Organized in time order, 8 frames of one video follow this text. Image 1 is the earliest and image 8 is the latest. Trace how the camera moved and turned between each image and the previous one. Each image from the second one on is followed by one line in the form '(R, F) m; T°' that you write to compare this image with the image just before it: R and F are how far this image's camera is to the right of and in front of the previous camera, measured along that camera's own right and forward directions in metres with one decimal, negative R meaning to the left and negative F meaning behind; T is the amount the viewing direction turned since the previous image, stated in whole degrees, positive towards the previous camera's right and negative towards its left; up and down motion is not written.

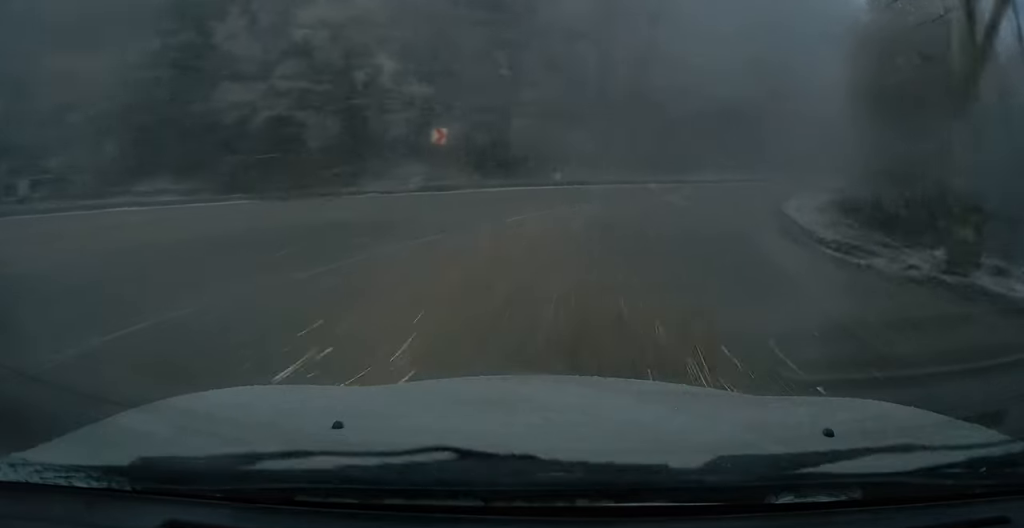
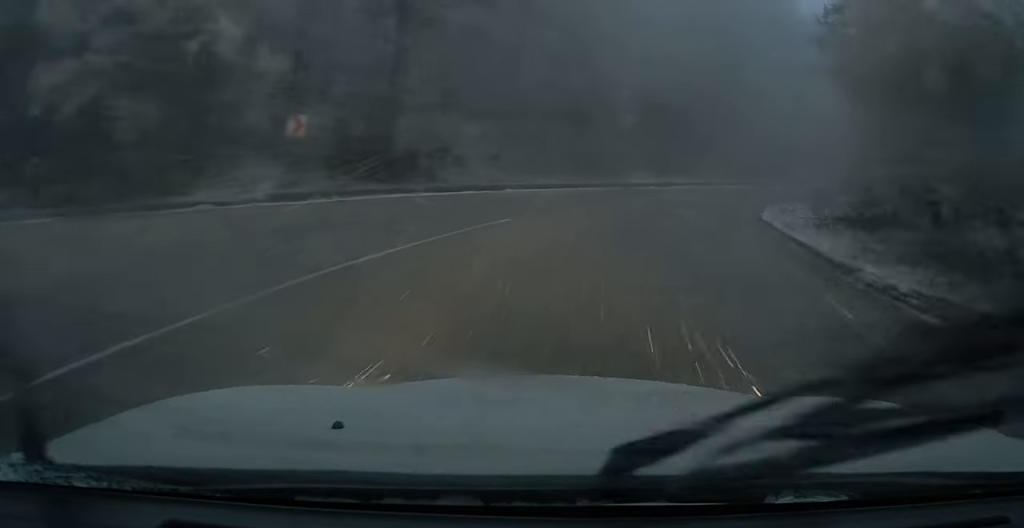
(+0.2, +7.3) m; +7°
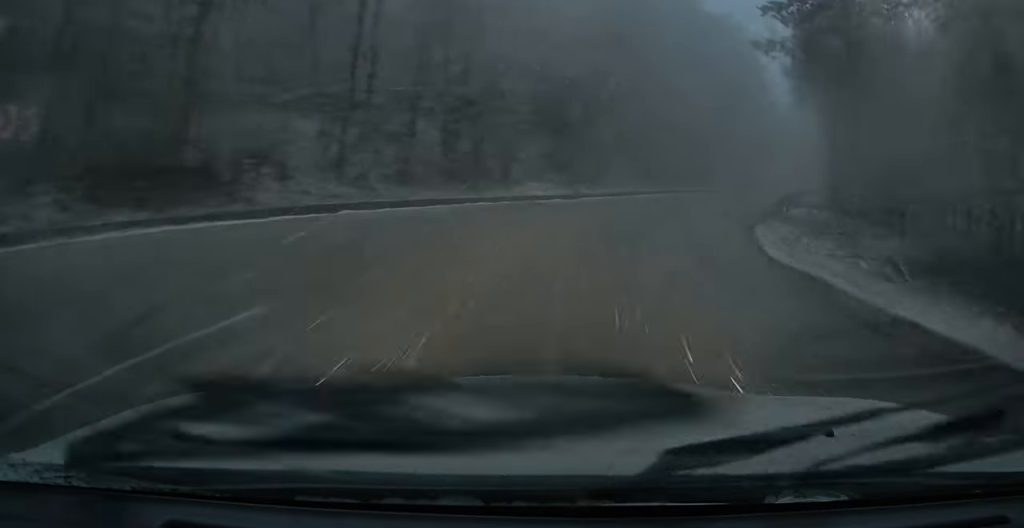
(+1.0, +8.8) m; +6°
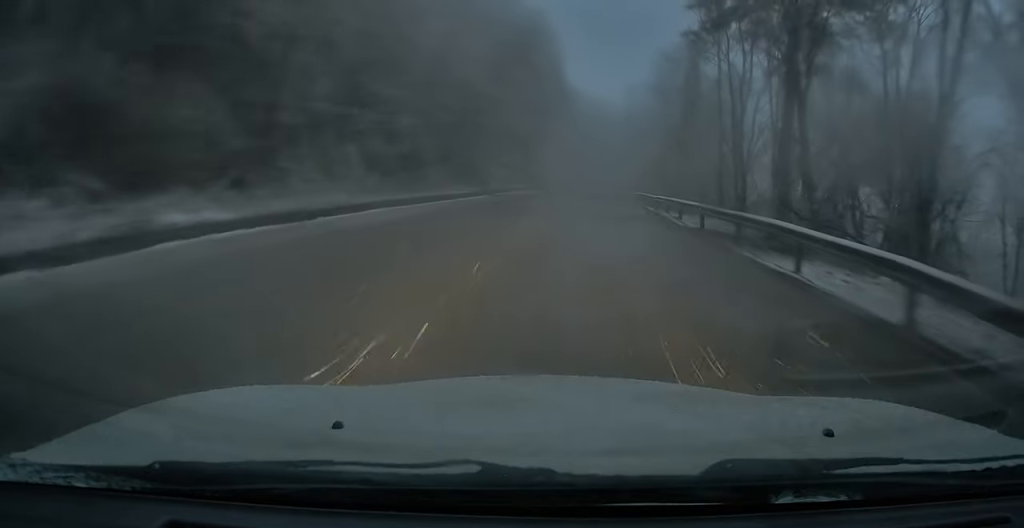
(+1.9, +21.6) m; +10°
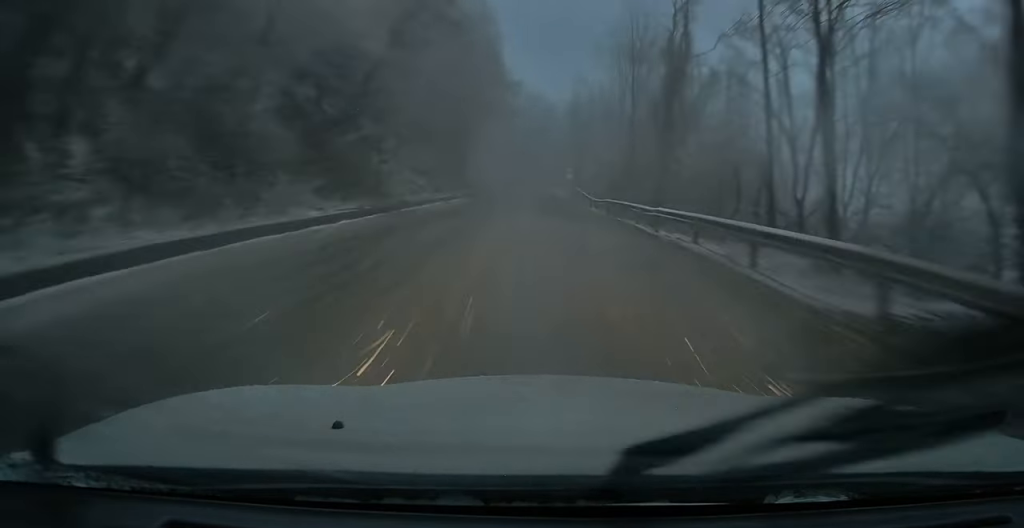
(+0.8, +11.4) m; +9°
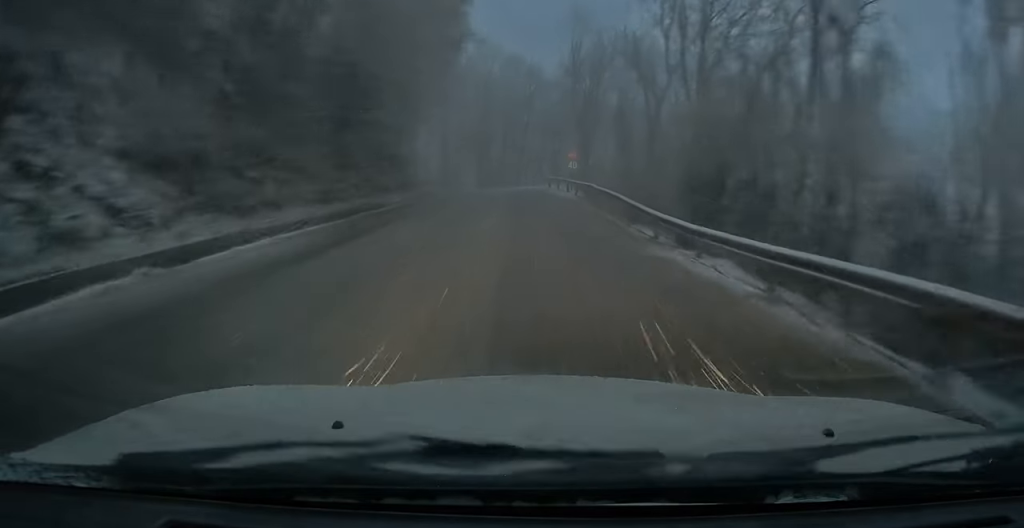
(+2.0, +22.6) m; +5°
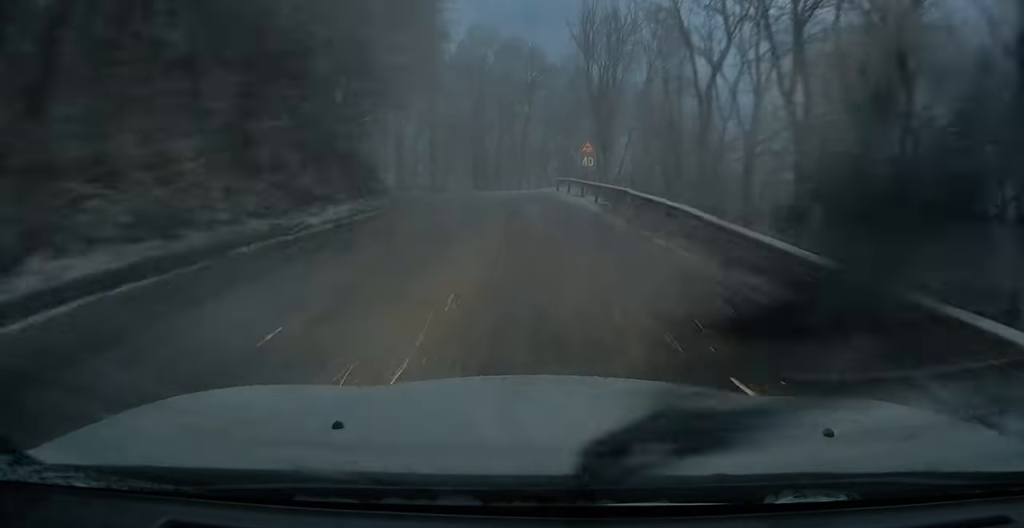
(-0.1, +8.7) m; +1°
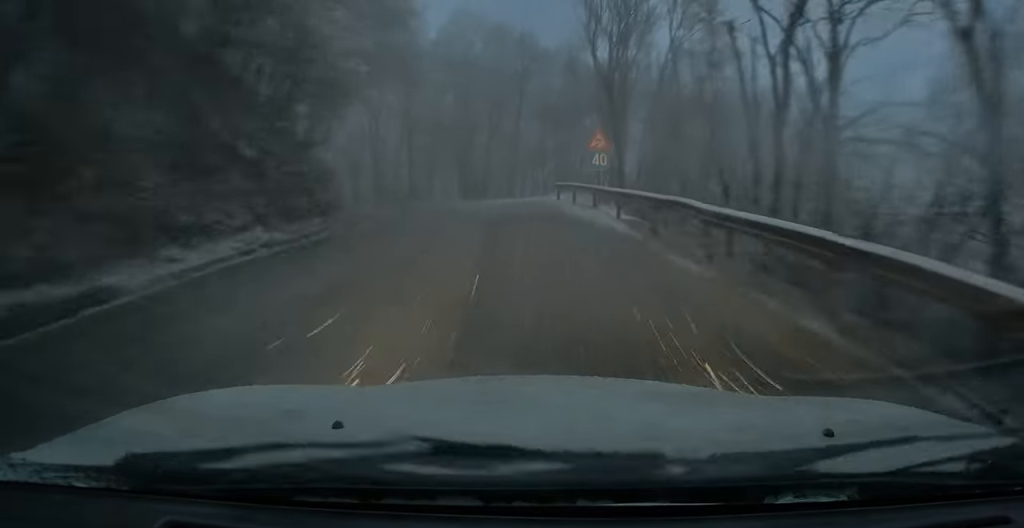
(+0.2, +7.3) m; -1°
